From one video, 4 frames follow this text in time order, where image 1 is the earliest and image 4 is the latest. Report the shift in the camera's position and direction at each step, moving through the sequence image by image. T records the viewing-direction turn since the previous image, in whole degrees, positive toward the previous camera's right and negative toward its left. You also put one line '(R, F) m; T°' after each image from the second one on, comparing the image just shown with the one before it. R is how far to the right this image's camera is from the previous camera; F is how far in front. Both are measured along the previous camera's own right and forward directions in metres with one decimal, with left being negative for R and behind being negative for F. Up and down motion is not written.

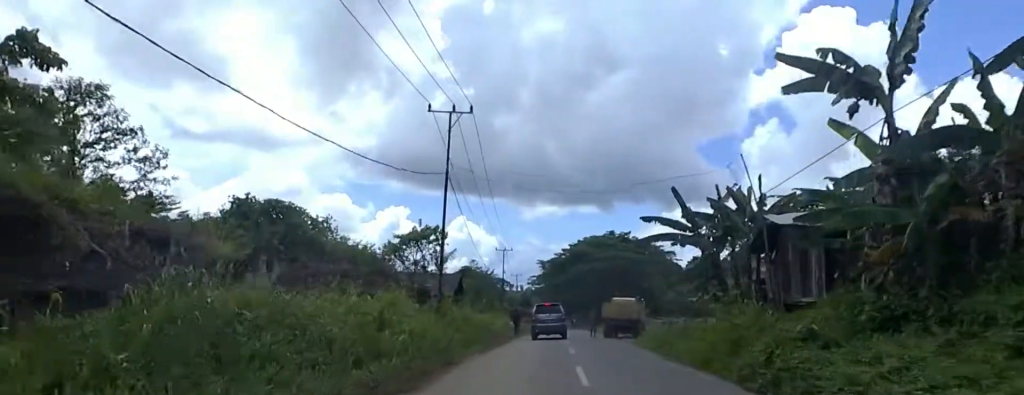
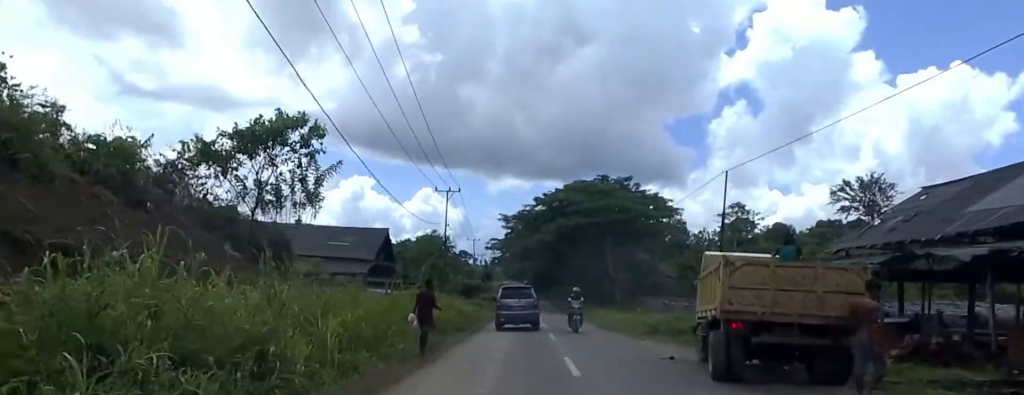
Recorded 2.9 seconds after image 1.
(+2.0, +23.6) m; +11°
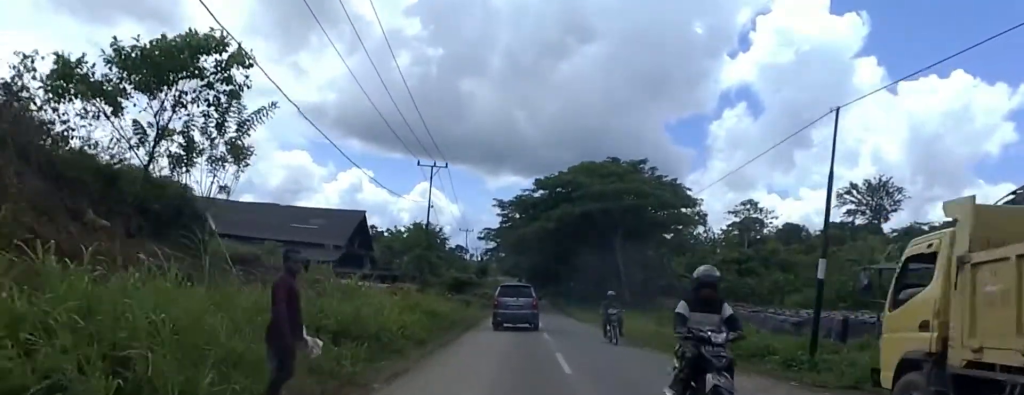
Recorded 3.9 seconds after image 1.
(0.0, +7.2) m; 0°
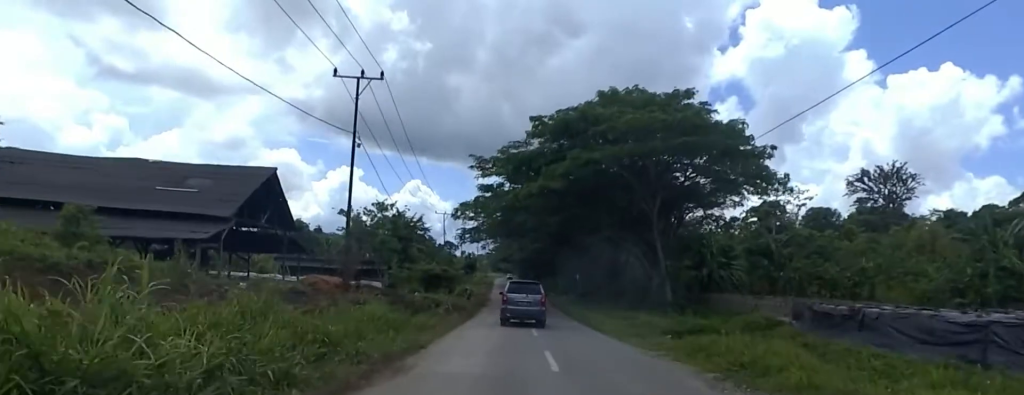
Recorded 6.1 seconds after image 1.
(0.0, +16.0) m; 0°
